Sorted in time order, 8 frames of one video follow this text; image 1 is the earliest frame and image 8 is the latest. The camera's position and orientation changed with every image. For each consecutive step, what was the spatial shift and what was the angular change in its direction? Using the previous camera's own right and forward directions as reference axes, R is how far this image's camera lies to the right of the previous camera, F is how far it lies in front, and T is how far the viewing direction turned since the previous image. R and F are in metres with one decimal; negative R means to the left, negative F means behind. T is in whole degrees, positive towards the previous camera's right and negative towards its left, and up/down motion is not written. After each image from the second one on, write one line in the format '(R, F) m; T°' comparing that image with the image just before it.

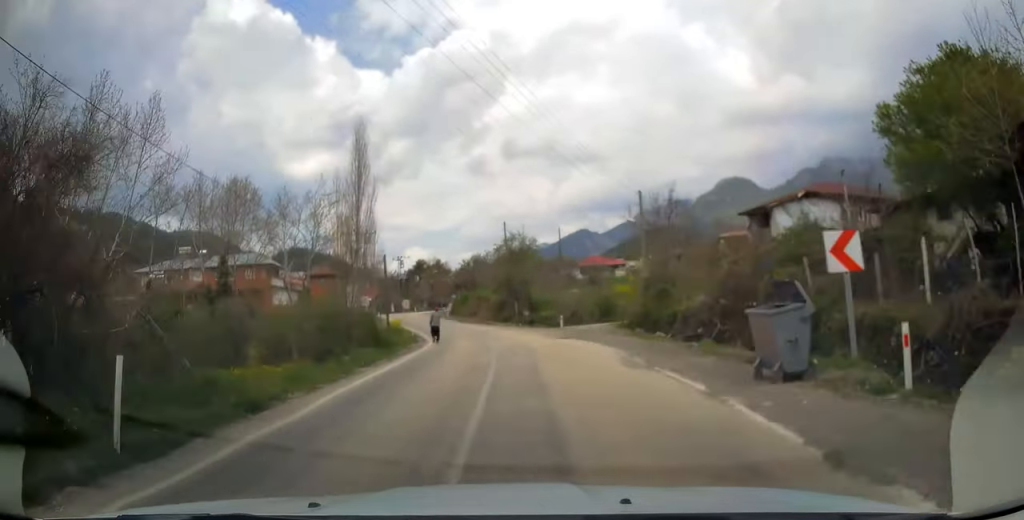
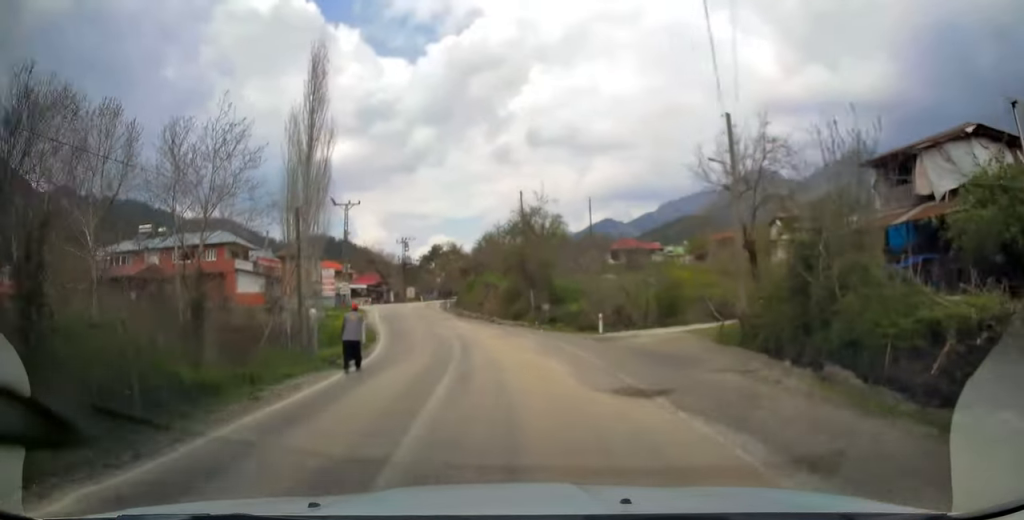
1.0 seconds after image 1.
(0.0, +14.8) m; -2°
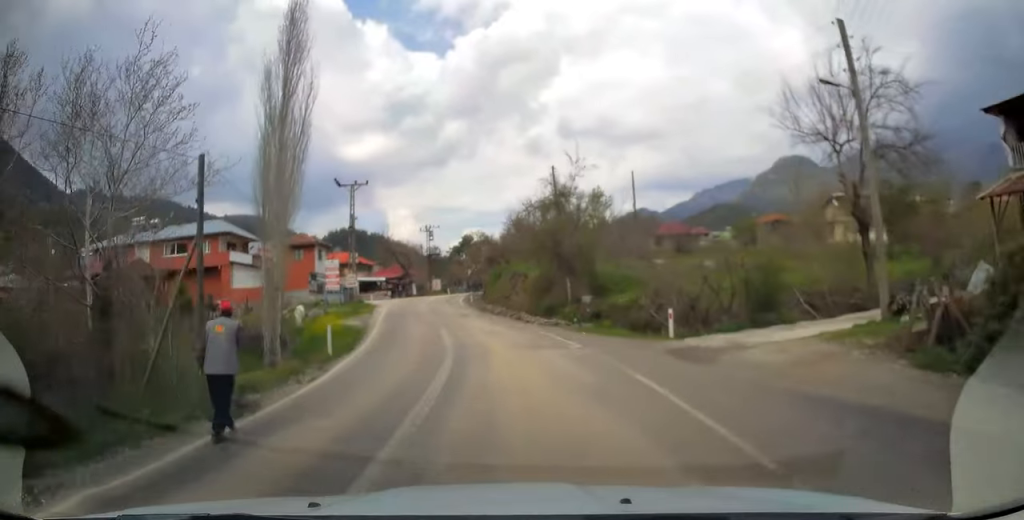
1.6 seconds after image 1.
(+0.1, +7.7) m; -3°
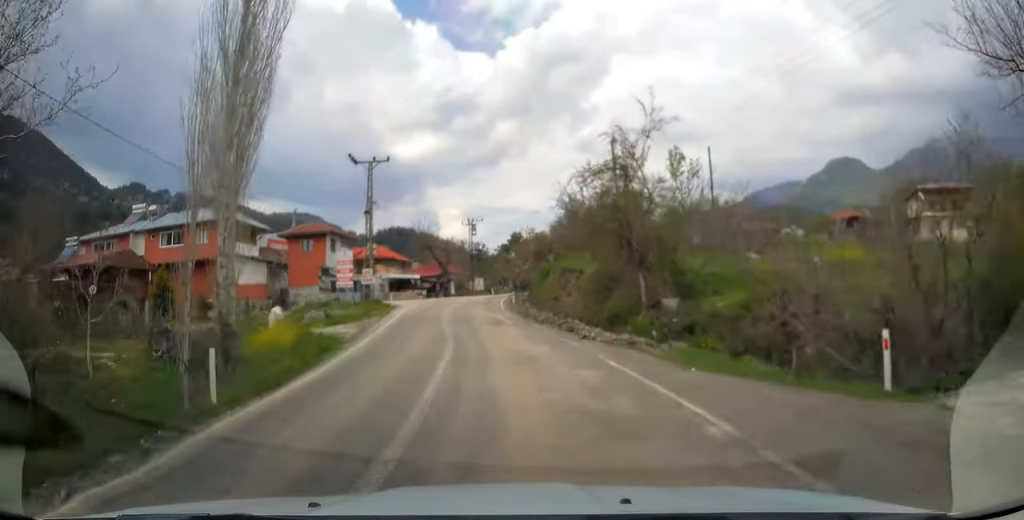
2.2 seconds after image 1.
(-0.4, +8.7) m; -4°
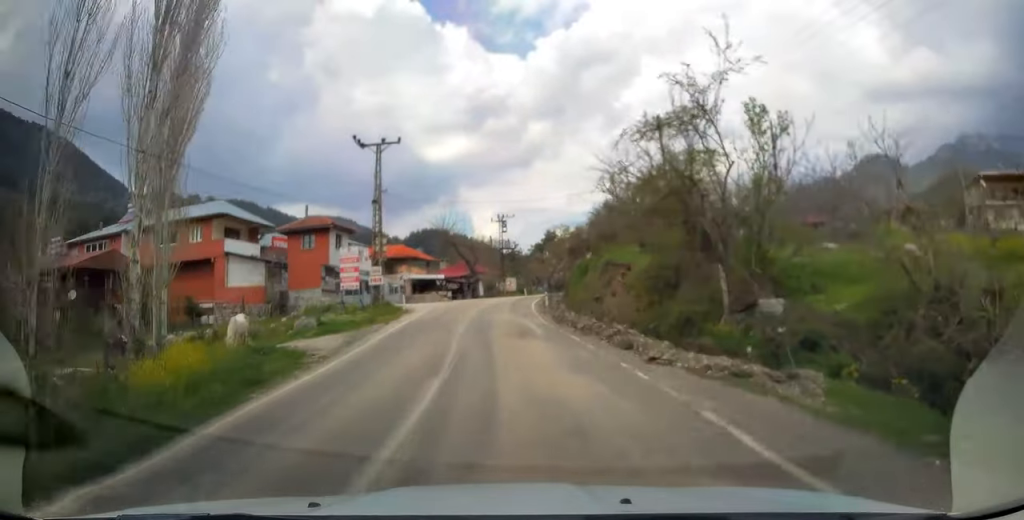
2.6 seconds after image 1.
(-0.1, +5.8) m; -3°
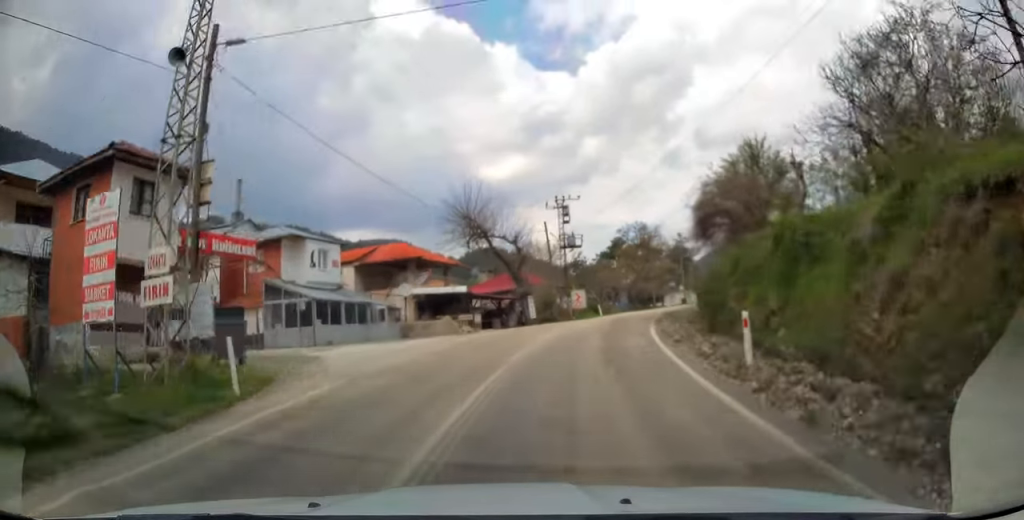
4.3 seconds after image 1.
(-1.7, +25.2) m; -4°
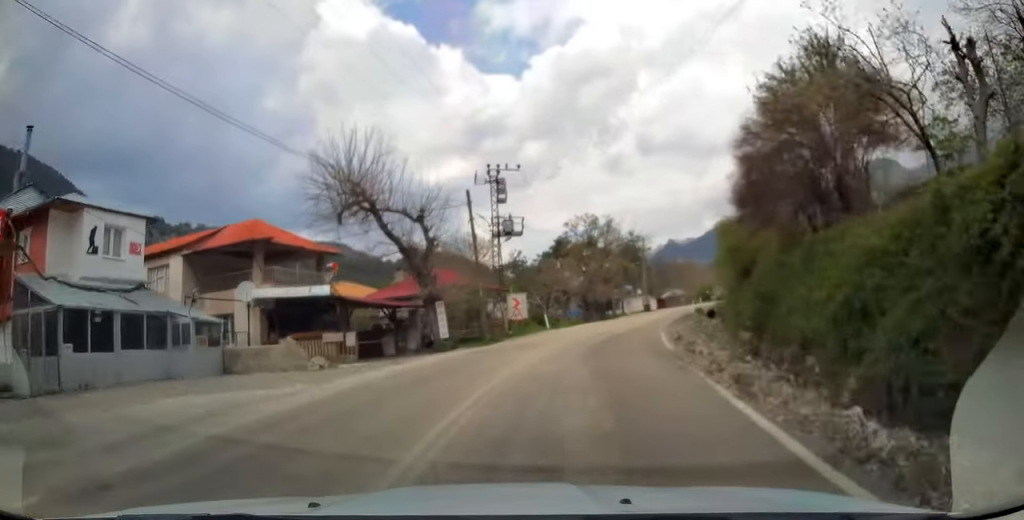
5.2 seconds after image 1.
(+0.2, +14.6) m; +4°
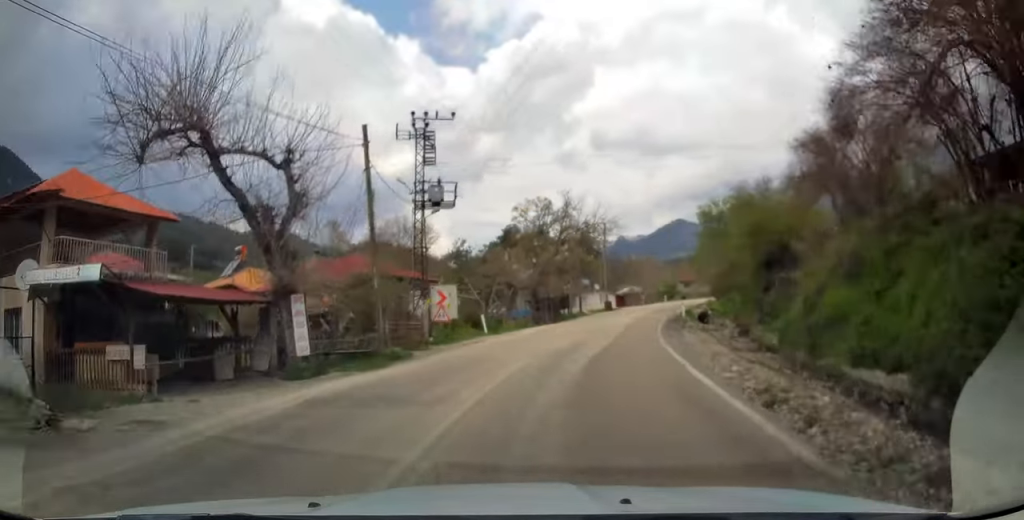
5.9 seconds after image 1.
(+0.2, +10.1) m; +5°
